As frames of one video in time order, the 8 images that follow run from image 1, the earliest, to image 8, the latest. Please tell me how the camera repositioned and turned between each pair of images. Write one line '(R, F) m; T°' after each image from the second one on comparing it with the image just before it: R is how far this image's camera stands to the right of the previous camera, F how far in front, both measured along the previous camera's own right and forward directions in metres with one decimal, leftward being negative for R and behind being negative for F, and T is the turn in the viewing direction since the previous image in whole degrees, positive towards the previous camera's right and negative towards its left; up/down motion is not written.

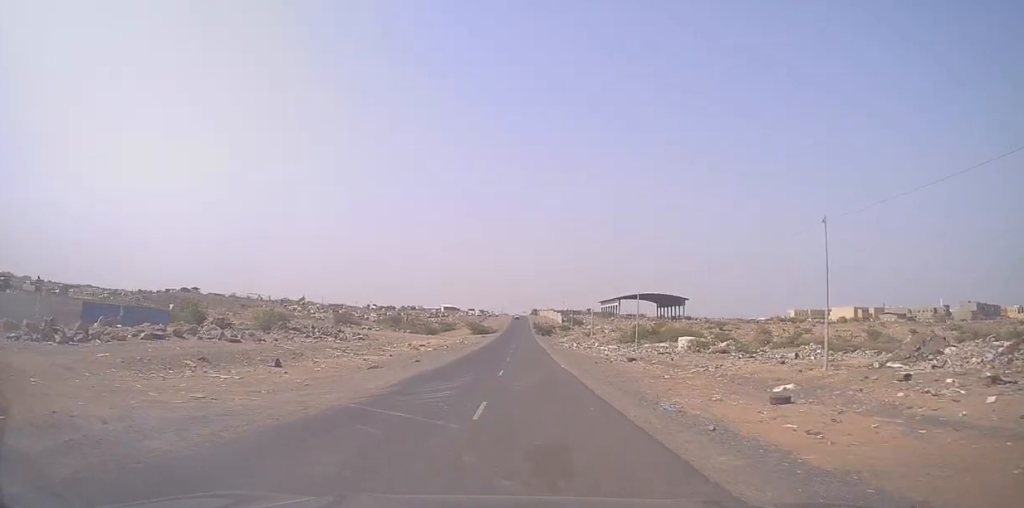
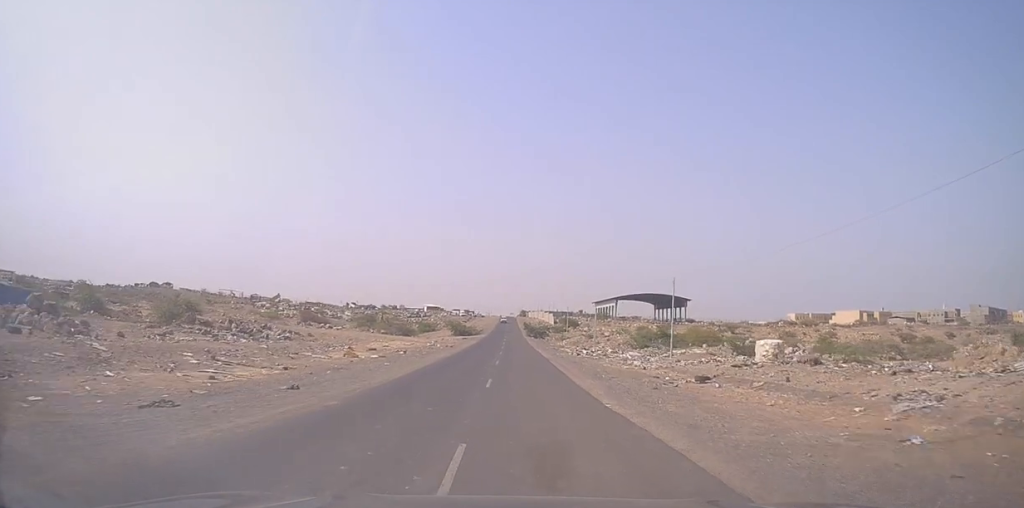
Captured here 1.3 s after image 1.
(+0.5, +18.0) m; +1°
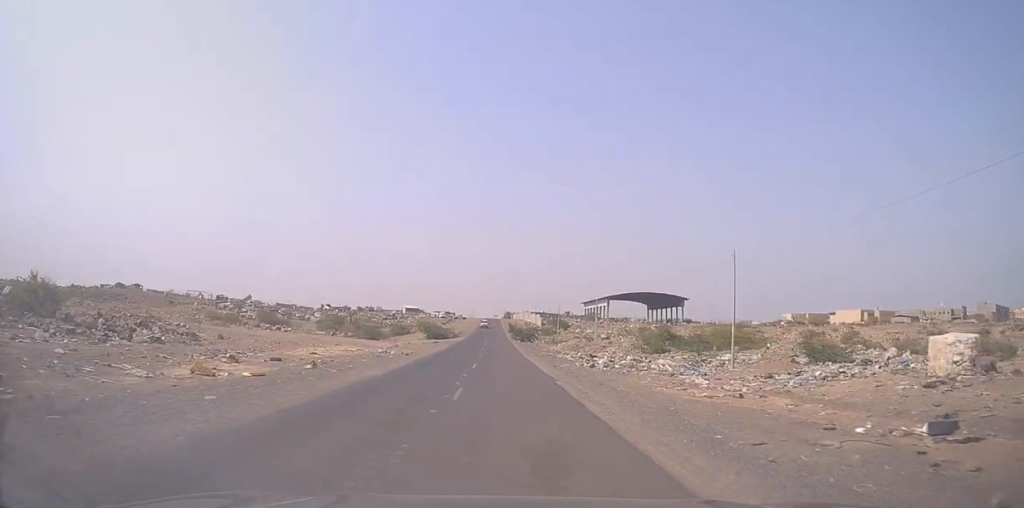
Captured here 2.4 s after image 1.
(-0.5, +15.8) m; 0°
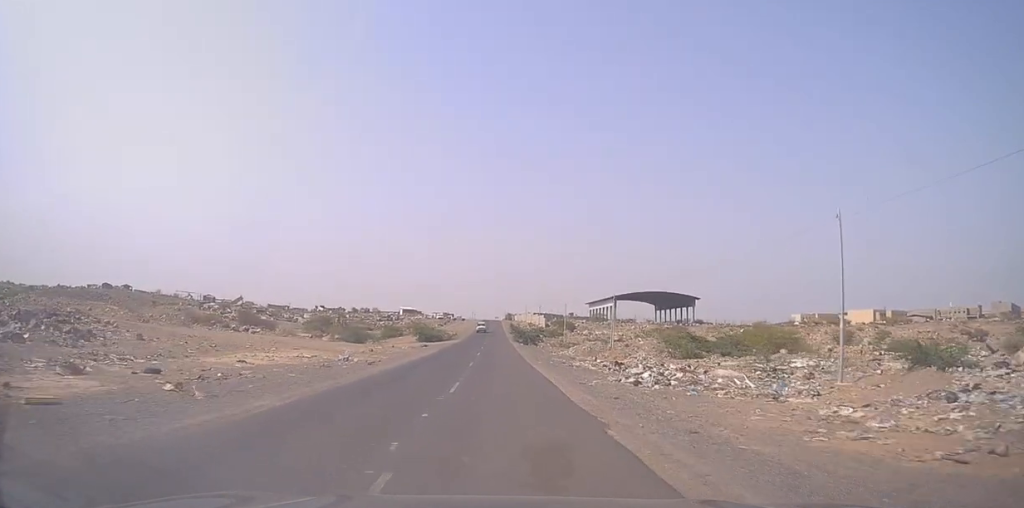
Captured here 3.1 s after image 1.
(+0.4, +10.7) m; +2°
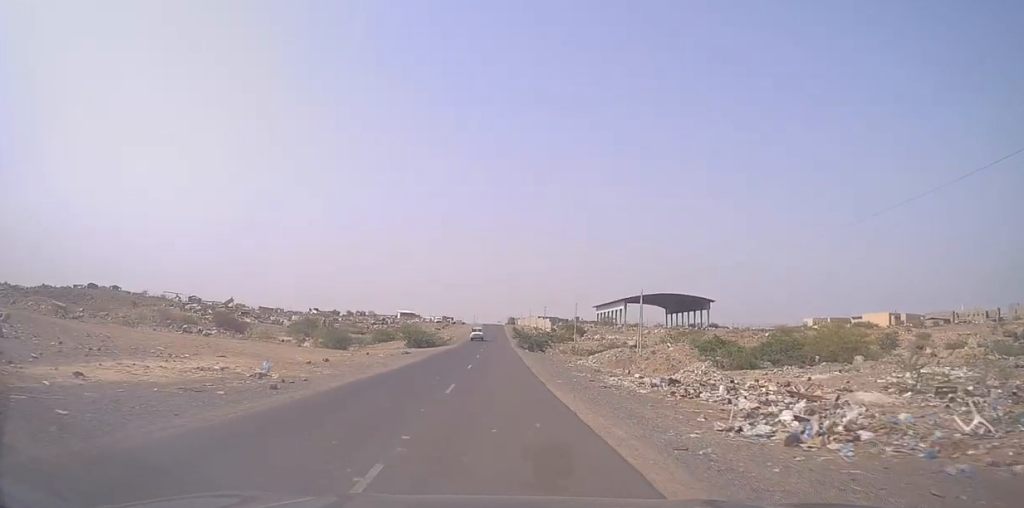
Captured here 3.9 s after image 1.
(+0.1, +11.7) m; -1°
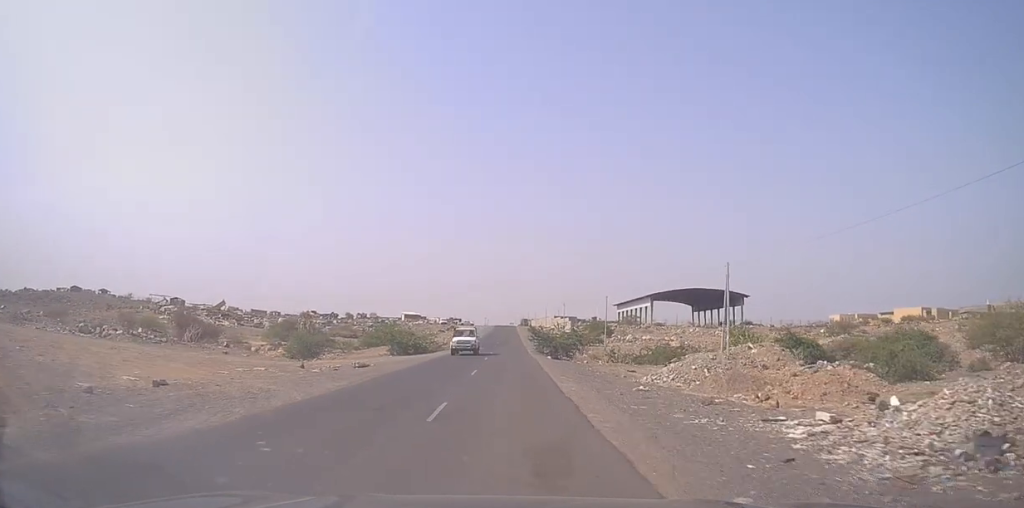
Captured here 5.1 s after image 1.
(-0.4, +17.5) m; -2°
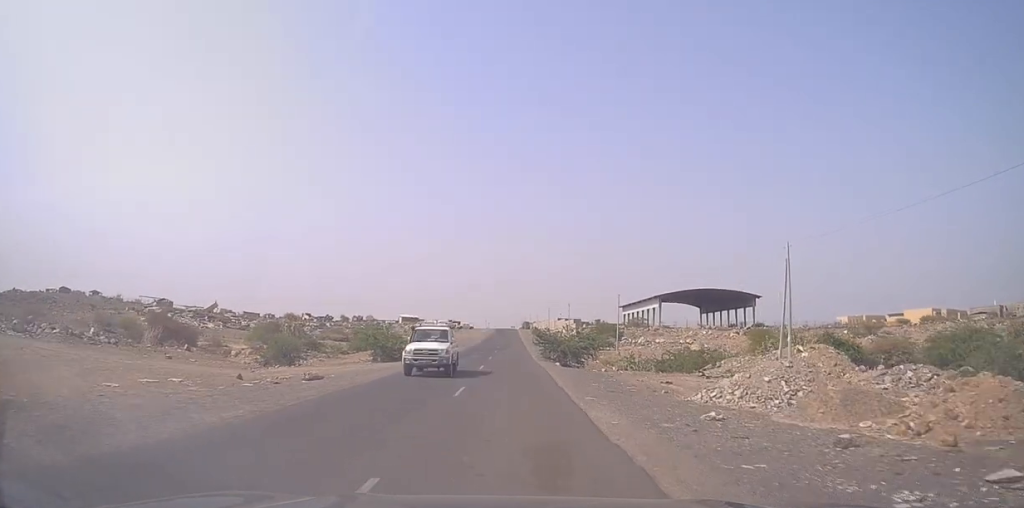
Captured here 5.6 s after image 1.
(0.0, +7.4) m; 0°
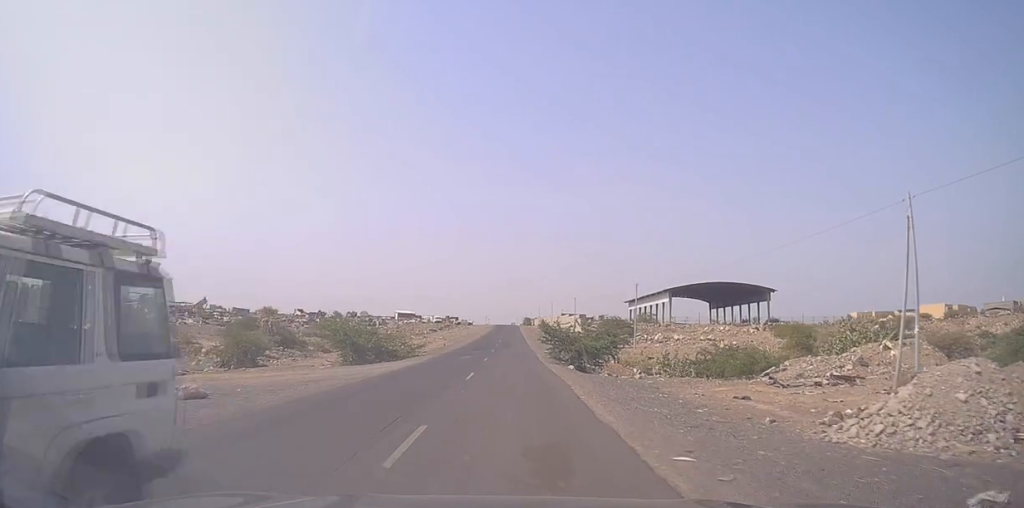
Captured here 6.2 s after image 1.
(0.0, +8.9) m; 0°
